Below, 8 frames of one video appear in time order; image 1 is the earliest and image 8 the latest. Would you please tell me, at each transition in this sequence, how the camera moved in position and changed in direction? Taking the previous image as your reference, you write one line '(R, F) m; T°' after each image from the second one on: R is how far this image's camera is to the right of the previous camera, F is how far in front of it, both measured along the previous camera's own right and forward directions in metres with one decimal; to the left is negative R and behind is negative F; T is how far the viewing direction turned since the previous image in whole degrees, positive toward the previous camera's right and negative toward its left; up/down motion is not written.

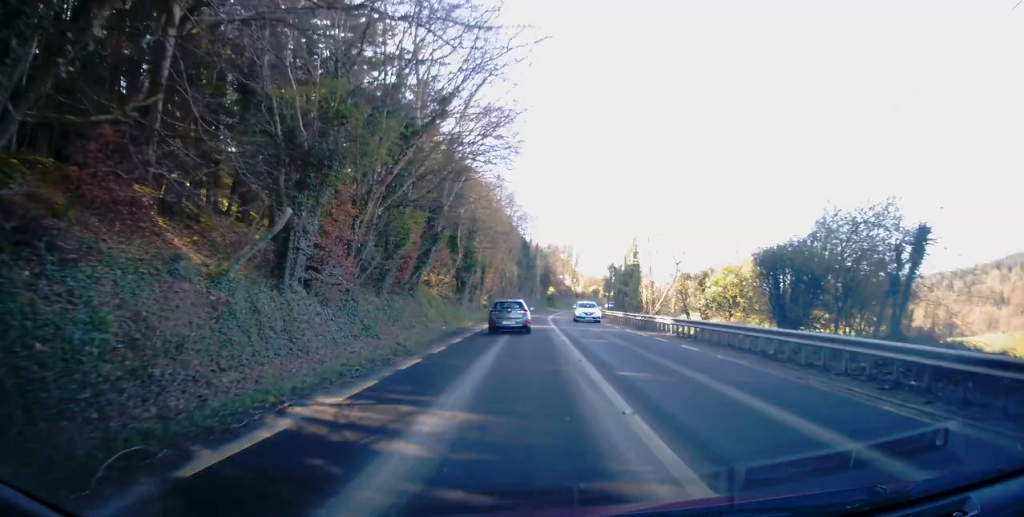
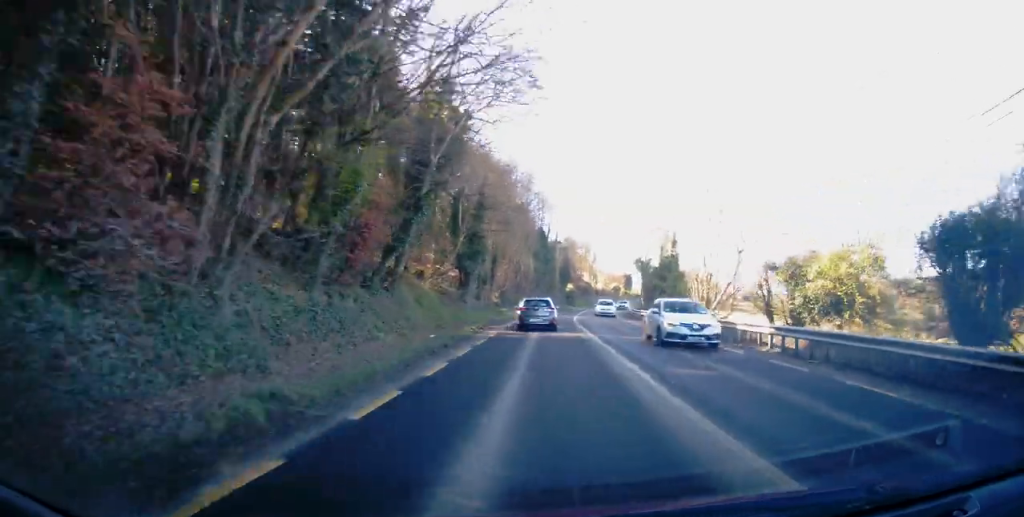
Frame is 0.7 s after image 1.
(+0.1, +9.3) m; +1°
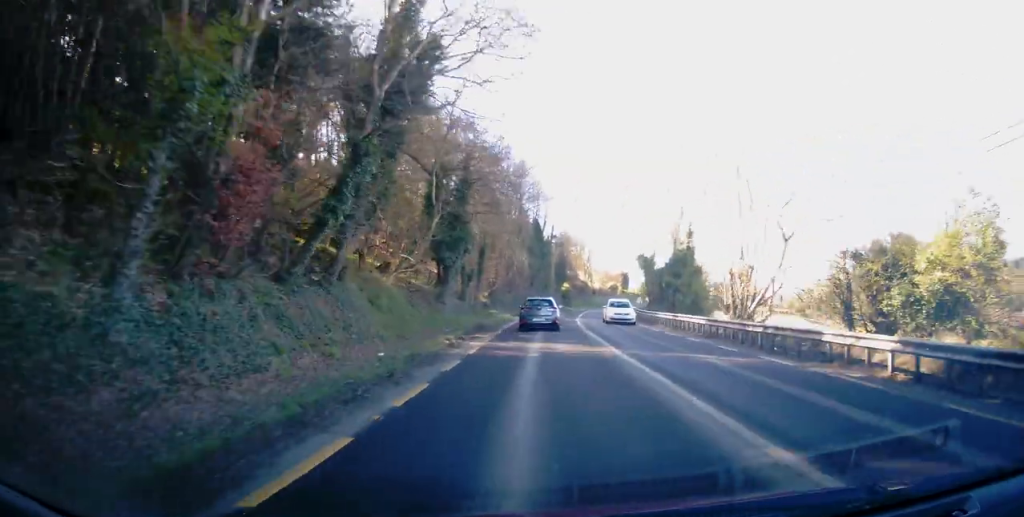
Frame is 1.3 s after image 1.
(0.0, +6.9) m; 0°
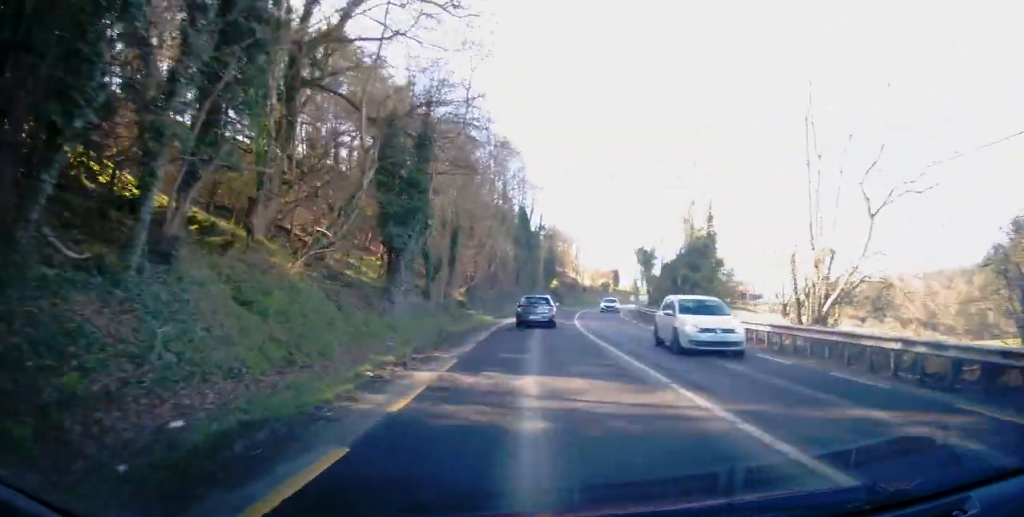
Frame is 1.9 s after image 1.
(0.0, +8.2) m; 0°
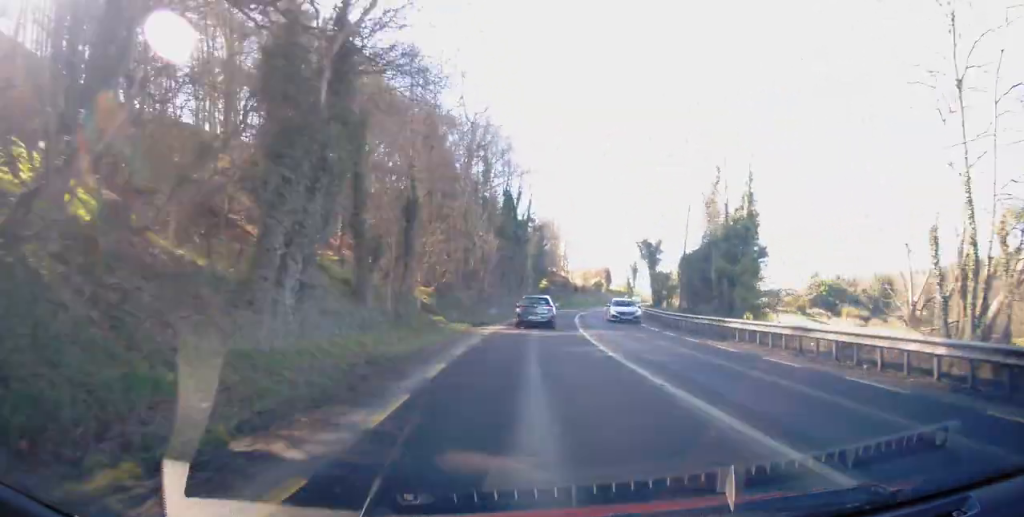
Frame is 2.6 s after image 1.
(-0.1, +8.8) m; +1°
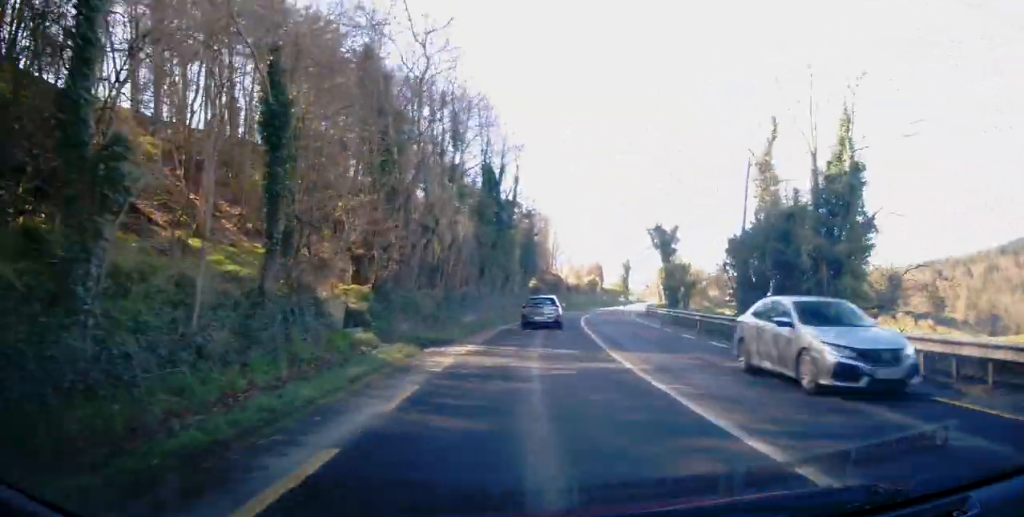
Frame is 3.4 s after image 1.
(+0.2, +10.7) m; +2°
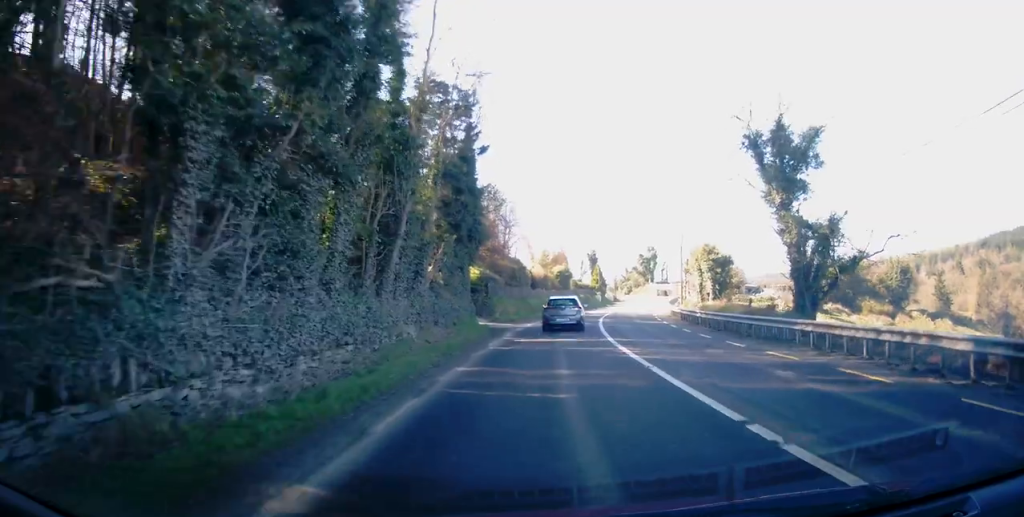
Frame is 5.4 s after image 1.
(+1.0, +28.6) m; +5°
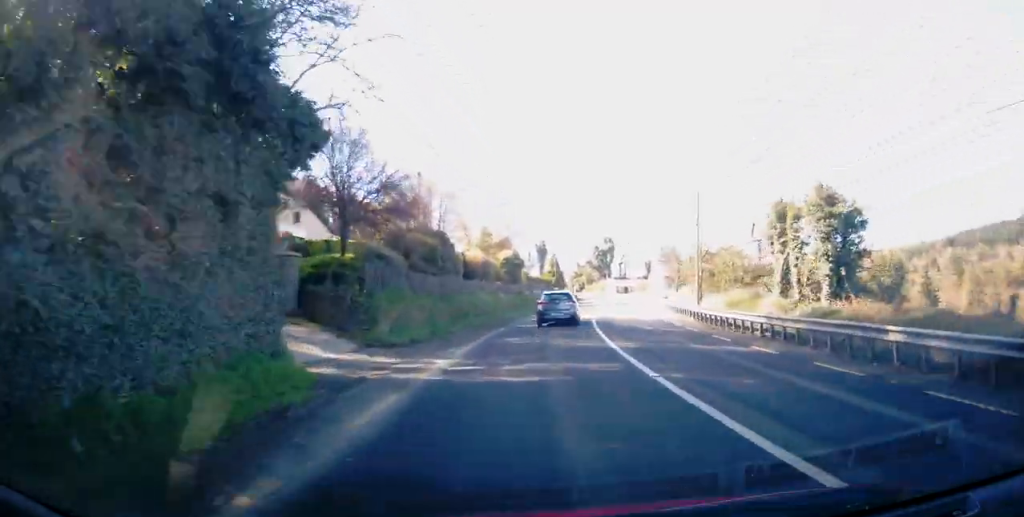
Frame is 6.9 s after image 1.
(+0.9, +19.8) m; +6°
